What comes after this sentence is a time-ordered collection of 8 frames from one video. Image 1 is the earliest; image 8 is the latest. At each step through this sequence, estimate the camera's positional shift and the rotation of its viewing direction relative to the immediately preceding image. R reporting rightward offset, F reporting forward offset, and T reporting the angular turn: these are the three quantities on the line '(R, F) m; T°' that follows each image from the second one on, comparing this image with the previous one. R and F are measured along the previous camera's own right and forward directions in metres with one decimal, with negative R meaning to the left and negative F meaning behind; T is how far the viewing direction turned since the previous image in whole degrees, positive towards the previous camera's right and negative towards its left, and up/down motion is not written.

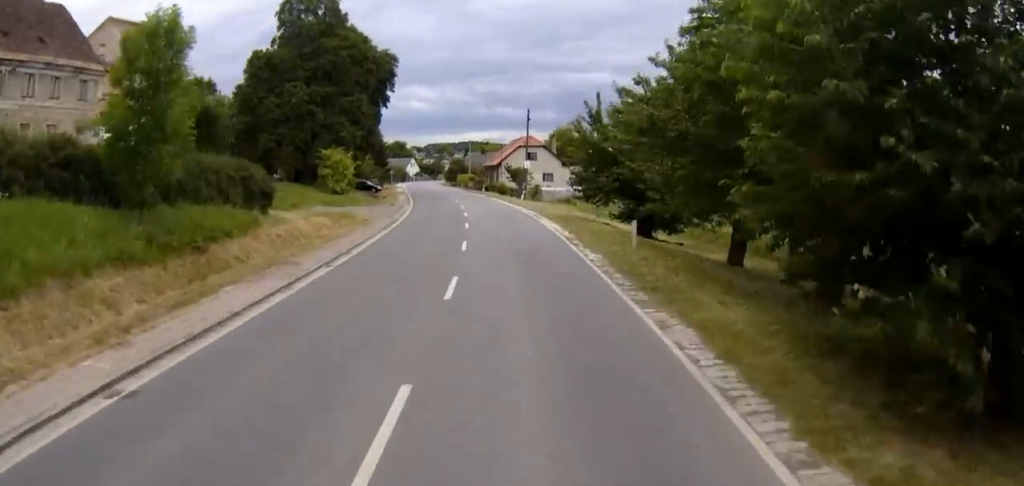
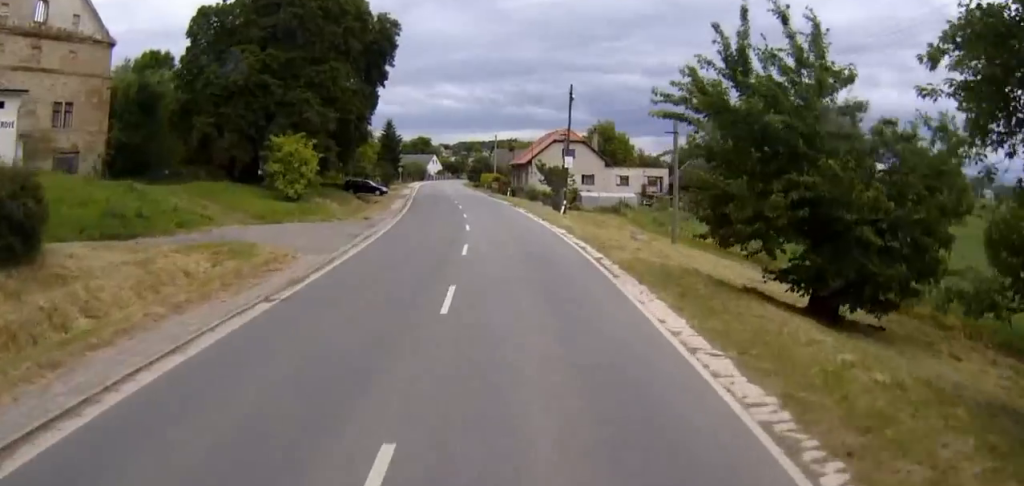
(-0.5, +19.6) m; -3°
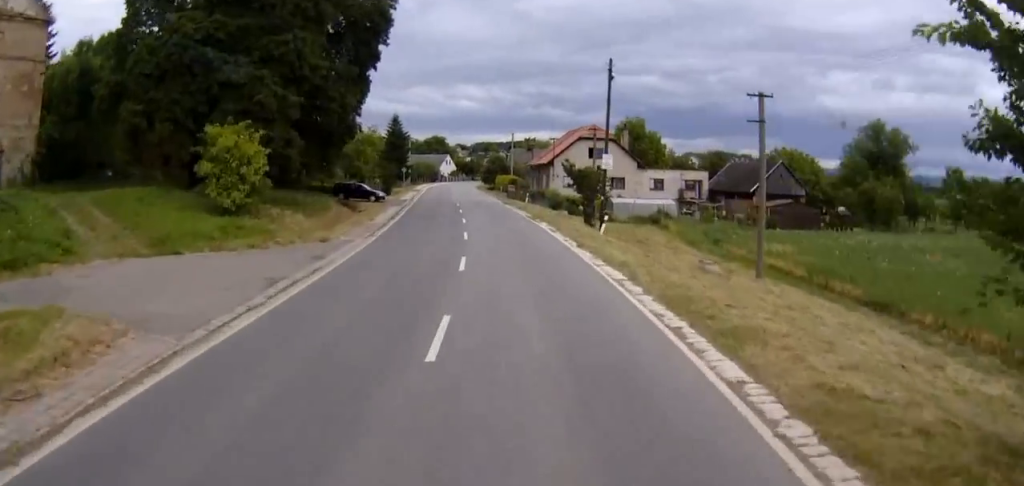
(-0.1, +12.6) m; -2°
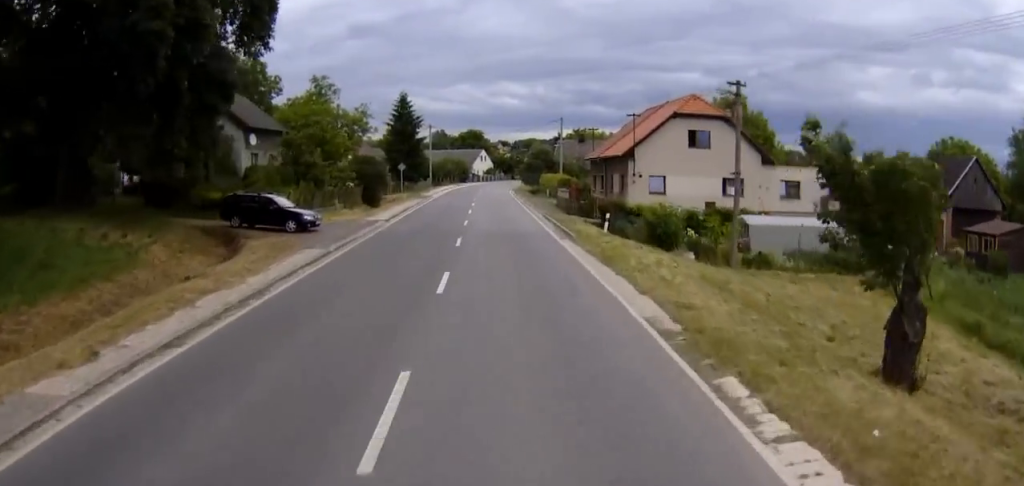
(-0.4, +29.8) m; 0°
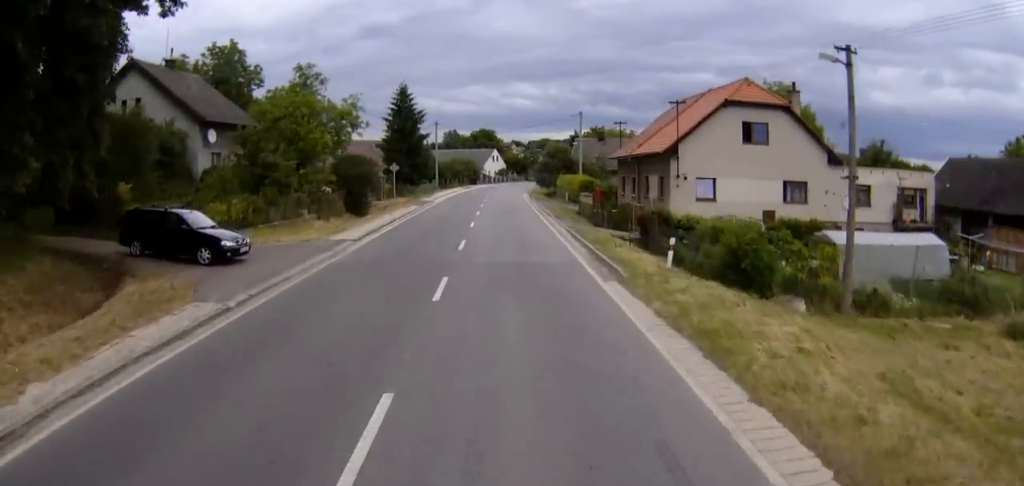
(+0.2, +9.4) m; 0°
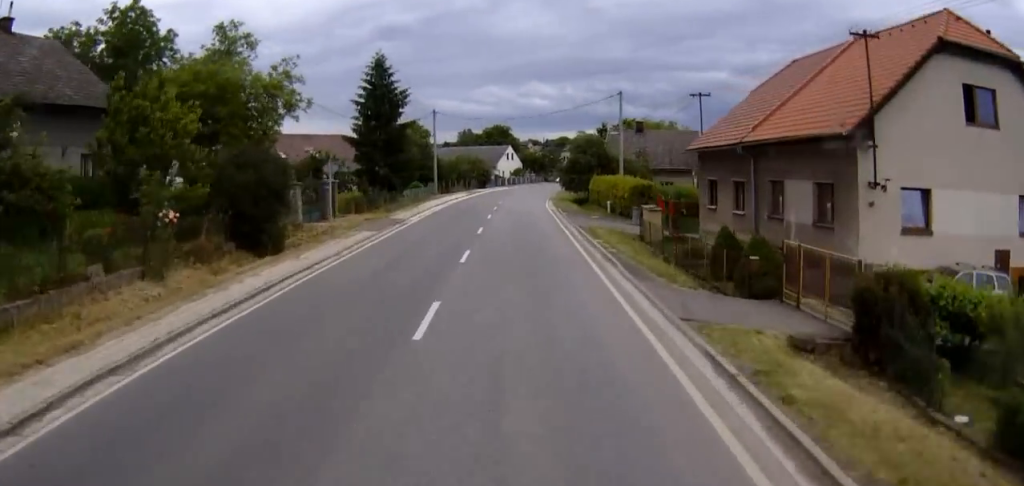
(-0.2, +20.7) m; -1°
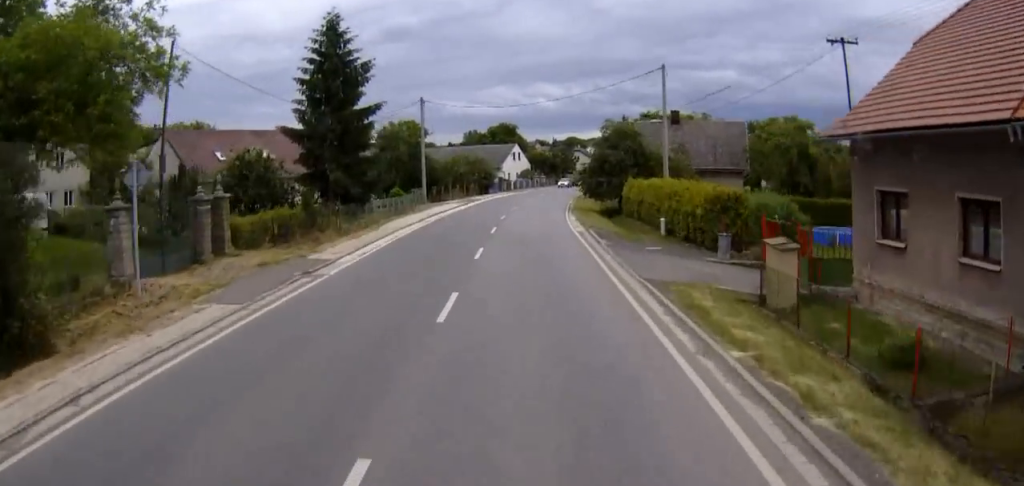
(-0.3, +16.1) m; -1°
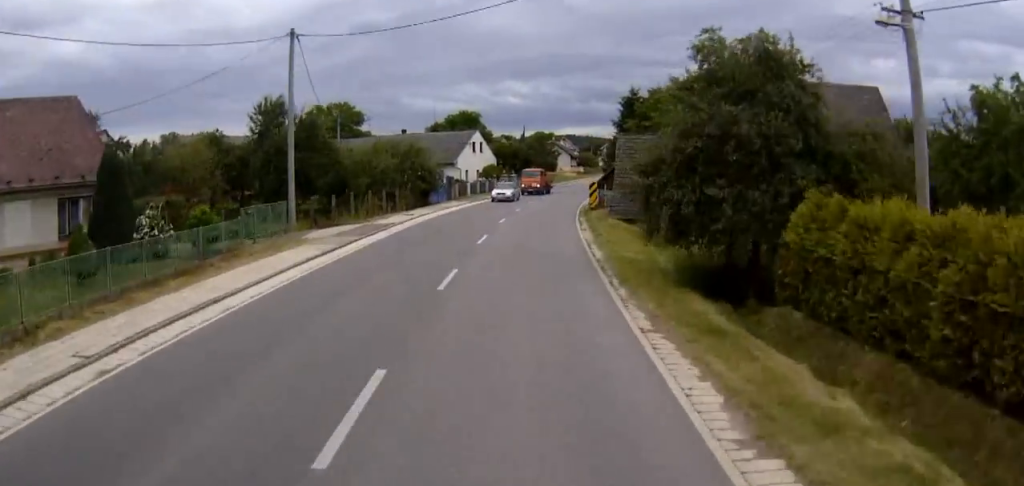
(0.0, +32.7) m; +1°
